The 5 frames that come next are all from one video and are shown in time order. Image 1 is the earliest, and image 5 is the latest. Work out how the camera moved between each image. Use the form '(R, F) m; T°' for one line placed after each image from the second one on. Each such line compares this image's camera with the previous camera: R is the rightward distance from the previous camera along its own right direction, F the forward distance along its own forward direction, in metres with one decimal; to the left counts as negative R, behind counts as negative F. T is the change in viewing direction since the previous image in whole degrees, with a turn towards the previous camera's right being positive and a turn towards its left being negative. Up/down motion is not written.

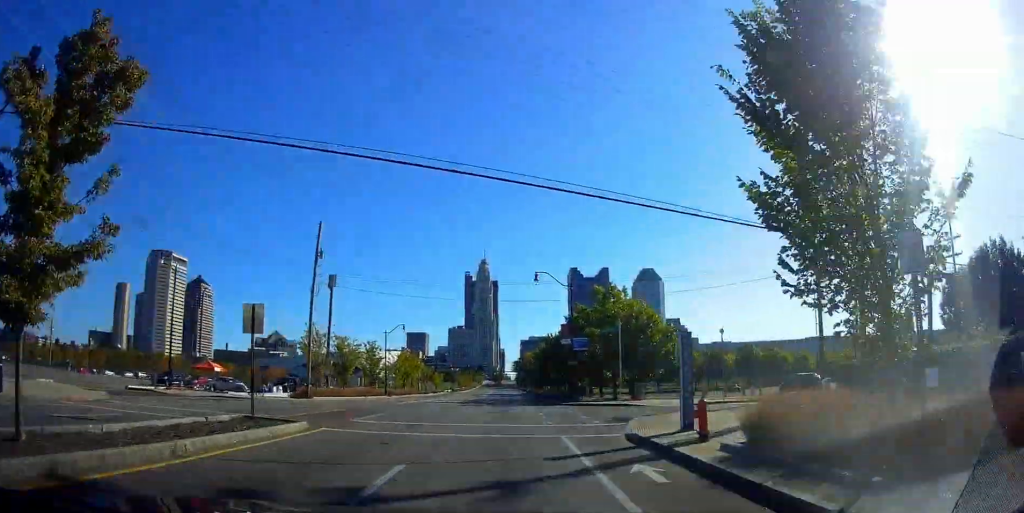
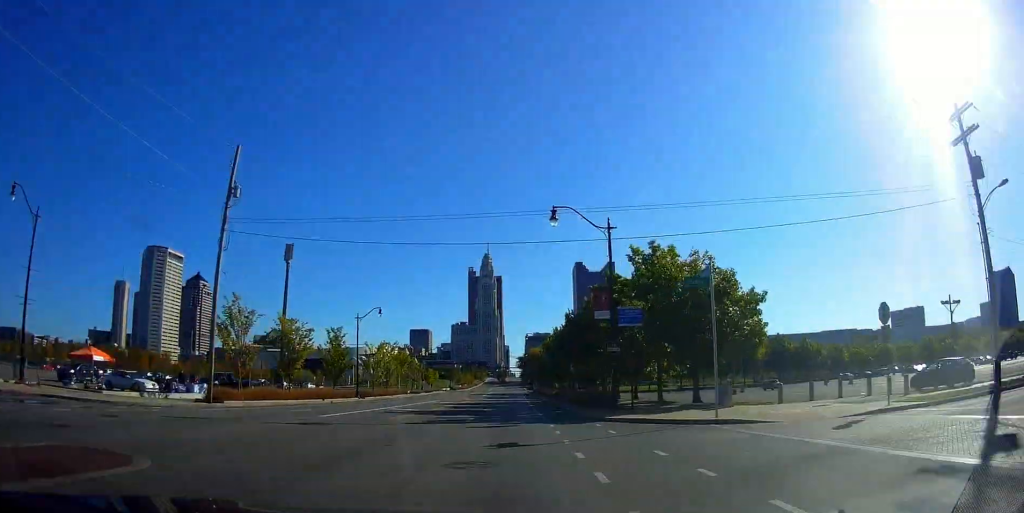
(-0.8, +16.5) m; +1°
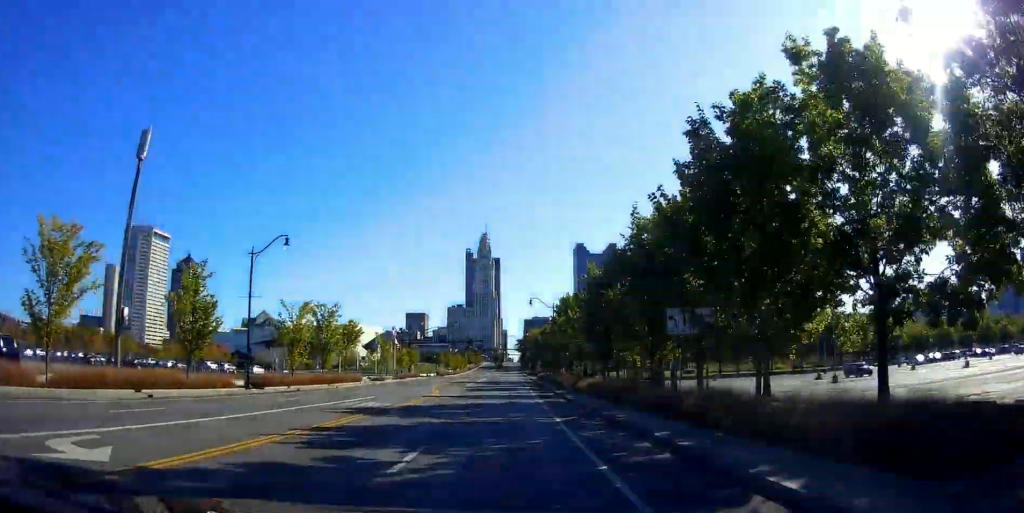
(+1.5, +26.6) m; 0°
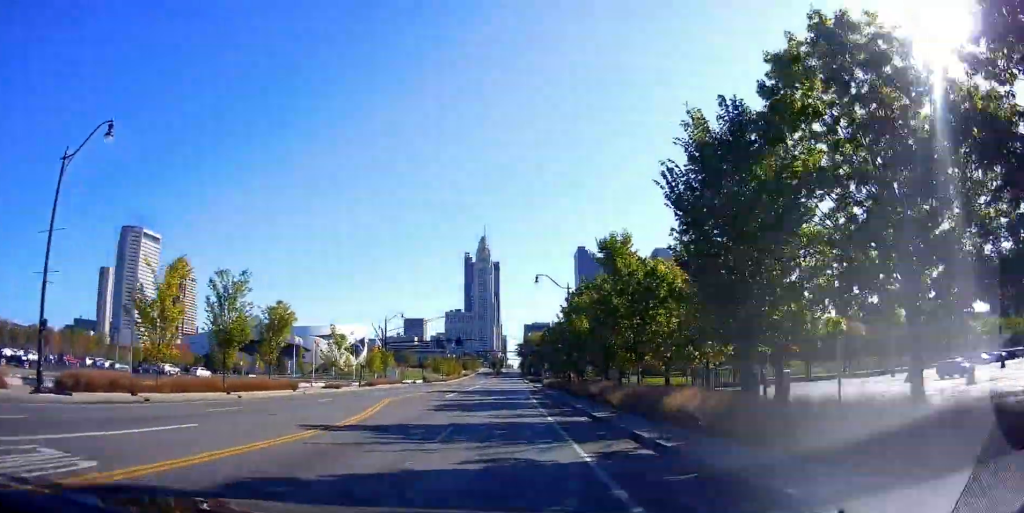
(-0.9, +18.3) m; 0°
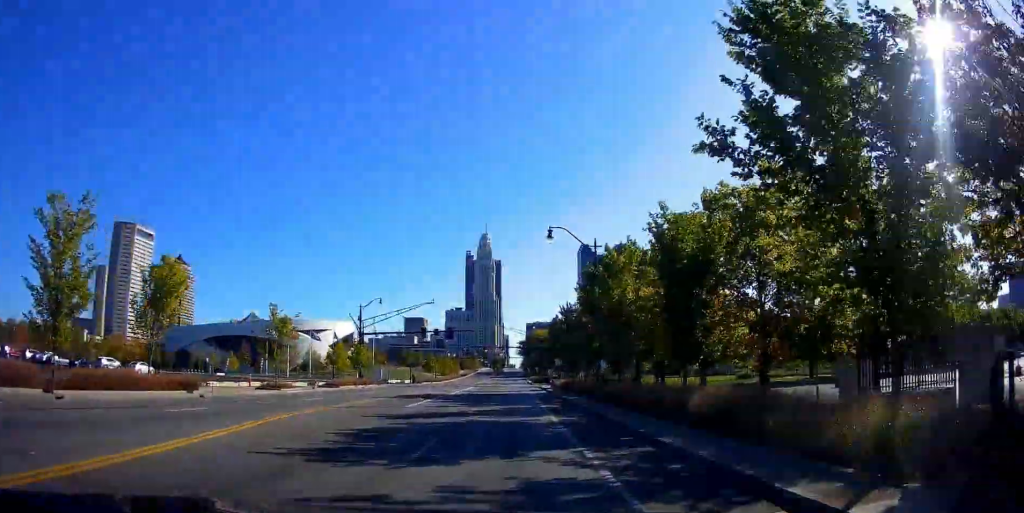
(+0.9, +14.5) m; +3°
